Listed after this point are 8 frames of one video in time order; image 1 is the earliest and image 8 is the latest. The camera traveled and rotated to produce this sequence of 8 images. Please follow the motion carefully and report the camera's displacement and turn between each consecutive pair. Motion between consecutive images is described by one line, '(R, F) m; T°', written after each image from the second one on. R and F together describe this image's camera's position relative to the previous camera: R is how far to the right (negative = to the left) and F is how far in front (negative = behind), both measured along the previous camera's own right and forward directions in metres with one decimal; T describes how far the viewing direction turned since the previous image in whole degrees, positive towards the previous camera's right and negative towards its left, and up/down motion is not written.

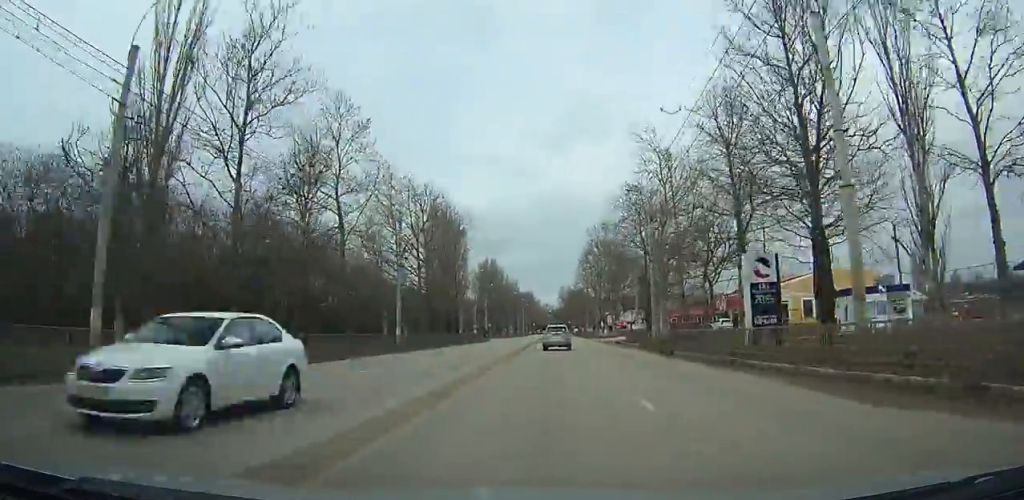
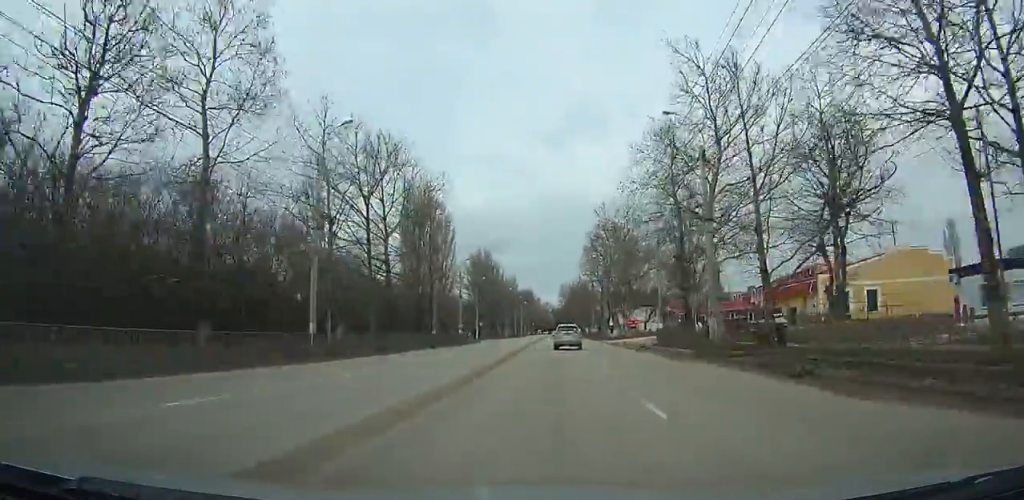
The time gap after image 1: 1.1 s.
(+0.3, +15.7) m; 0°
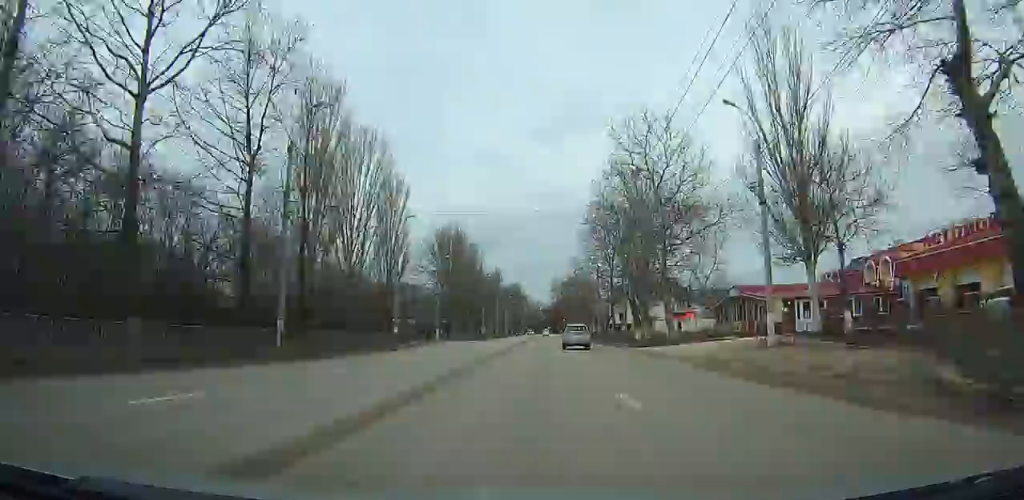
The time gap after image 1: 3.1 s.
(+0.2, +31.1) m; -2°
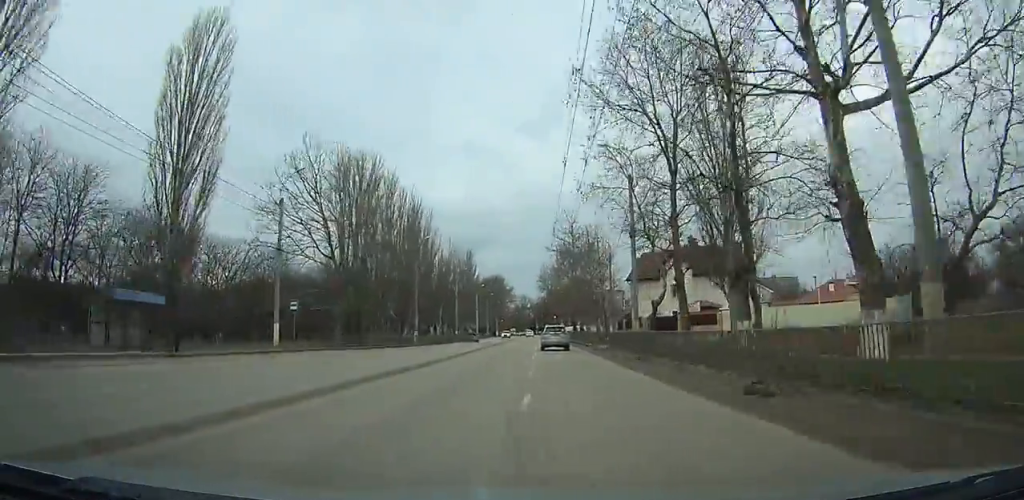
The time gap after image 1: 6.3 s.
(-0.6, +49.2) m; +1°
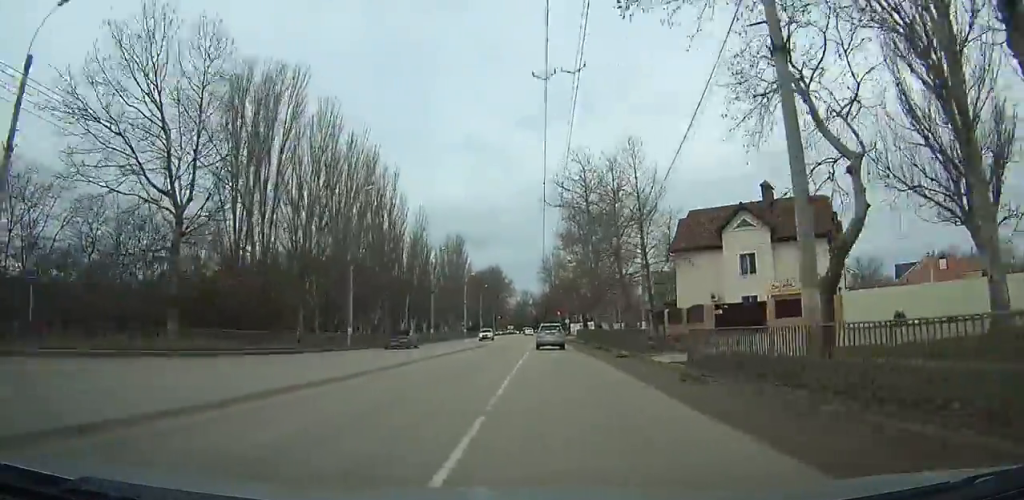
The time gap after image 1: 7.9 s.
(+0.1, +23.4) m; -8°
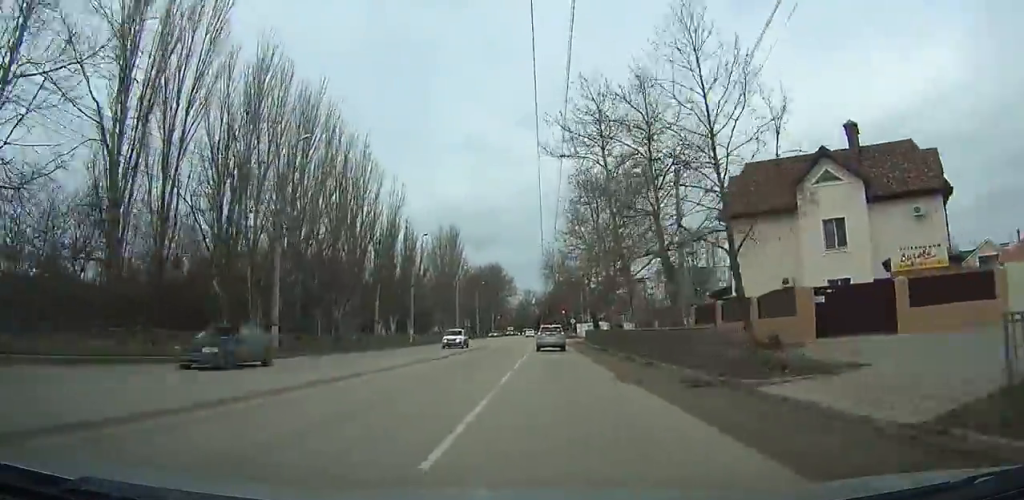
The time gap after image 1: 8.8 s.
(-0.1, +12.8) m; -2°
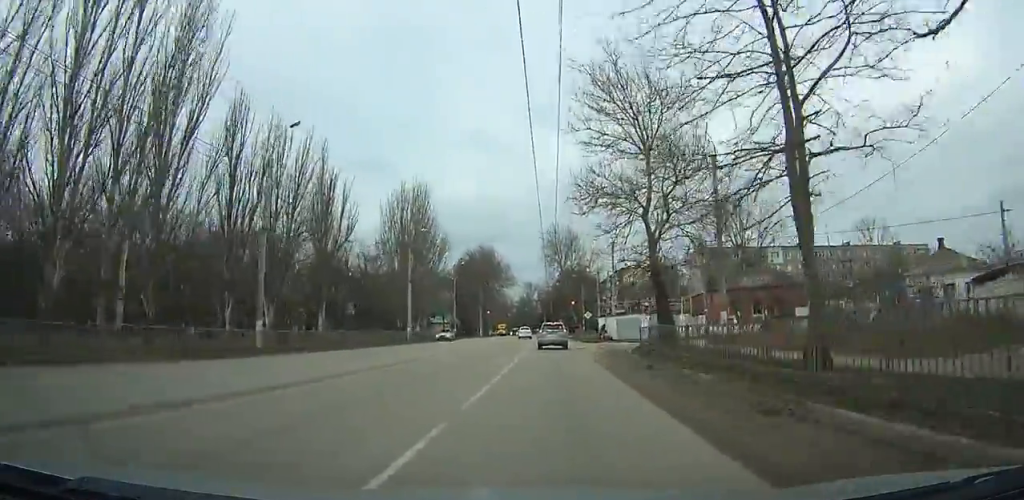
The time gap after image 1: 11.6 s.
(+2.1, +32.6) m; +17°
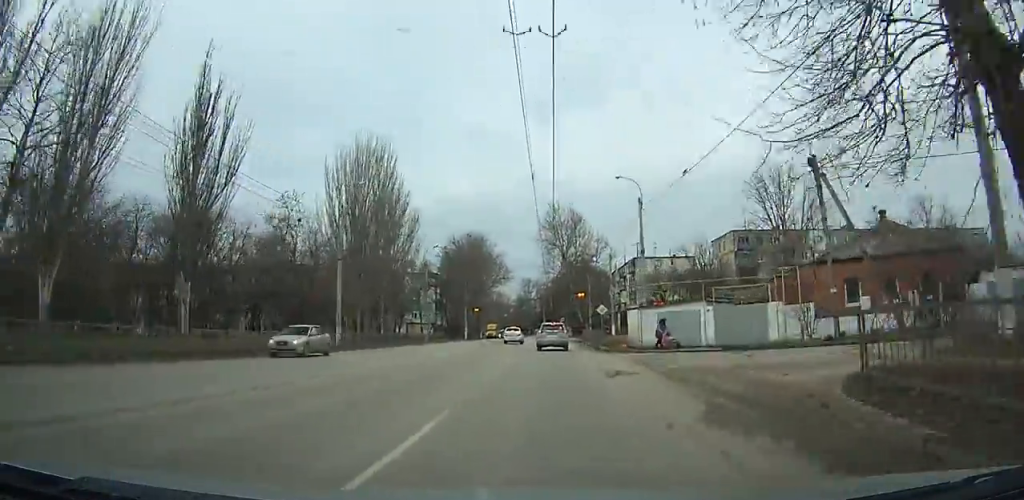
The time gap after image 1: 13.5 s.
(+1.9, +20.4) m; 0°
